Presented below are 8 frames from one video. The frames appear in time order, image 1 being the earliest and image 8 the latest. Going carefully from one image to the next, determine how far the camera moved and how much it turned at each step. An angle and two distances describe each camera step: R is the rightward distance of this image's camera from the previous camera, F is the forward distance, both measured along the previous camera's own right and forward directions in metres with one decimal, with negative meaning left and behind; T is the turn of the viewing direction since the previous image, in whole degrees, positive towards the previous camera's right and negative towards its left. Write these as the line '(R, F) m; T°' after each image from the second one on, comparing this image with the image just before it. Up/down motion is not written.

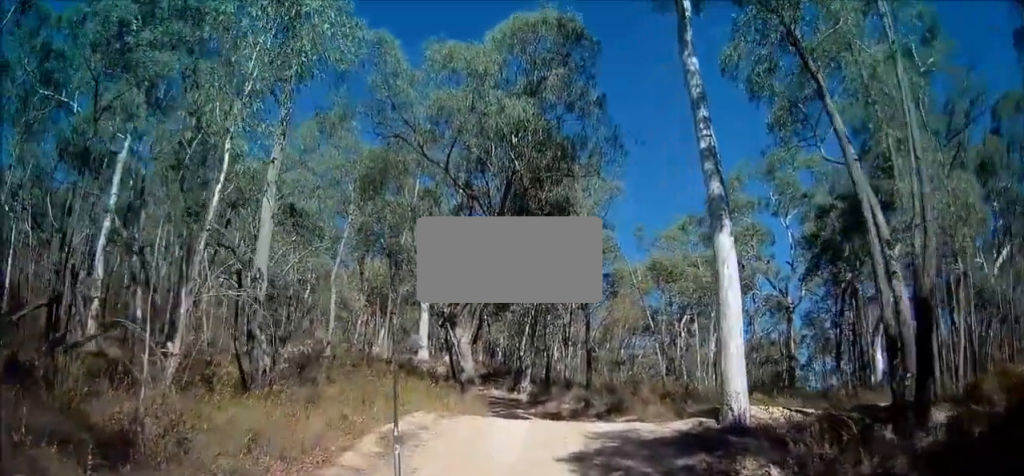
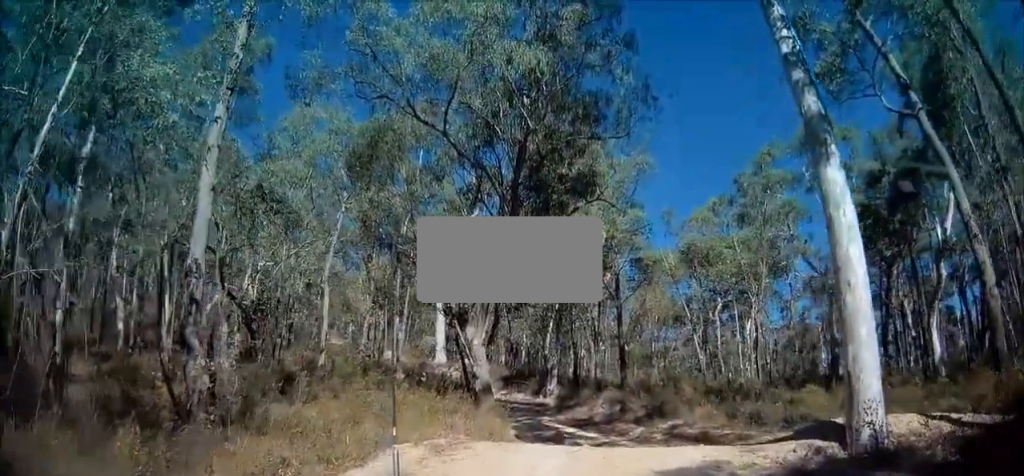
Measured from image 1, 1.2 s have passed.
(+0.6, +2.9) m; +12°
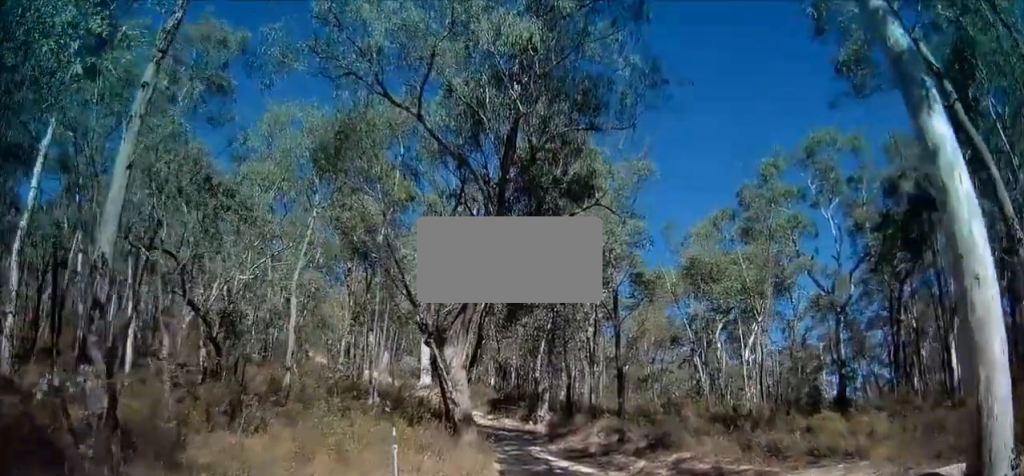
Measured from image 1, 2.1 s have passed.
(0.0, +2.2) m; -7°
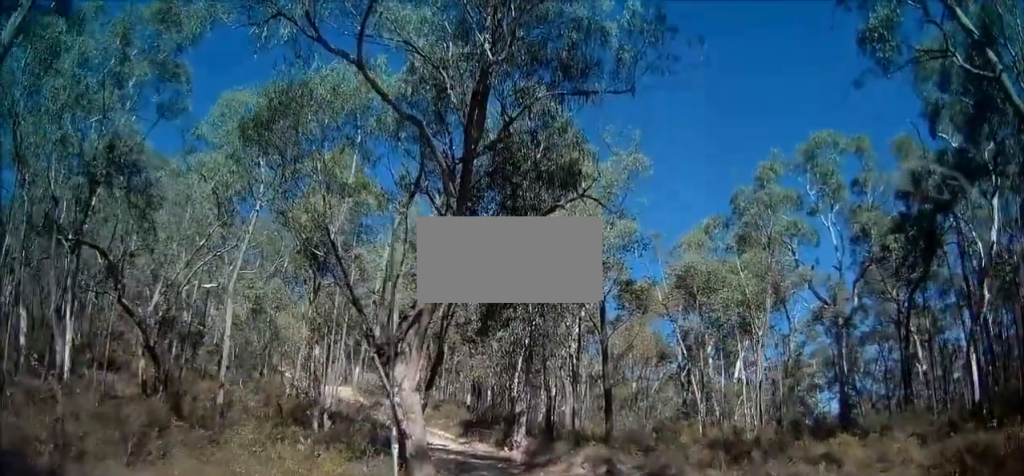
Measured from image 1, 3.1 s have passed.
(-0.4, +3.0) m; -8°
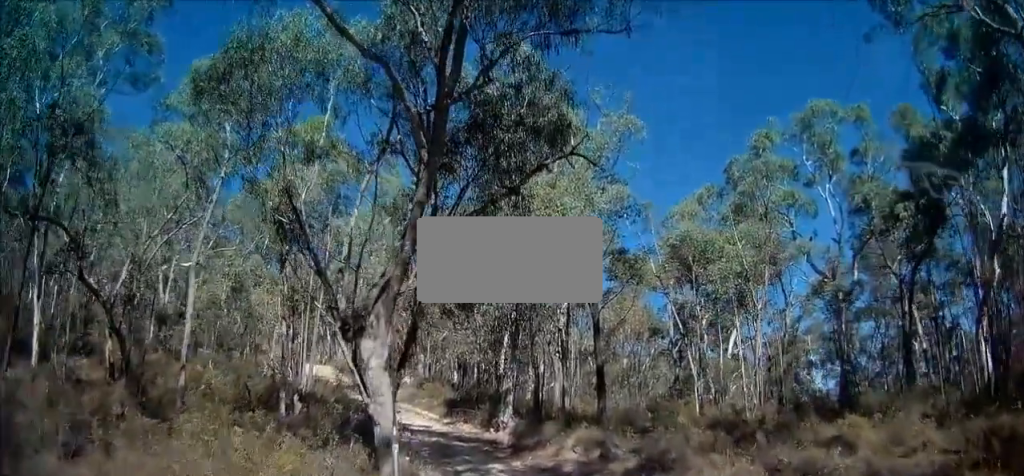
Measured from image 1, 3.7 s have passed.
(-0.3, +1.5) m; 0°
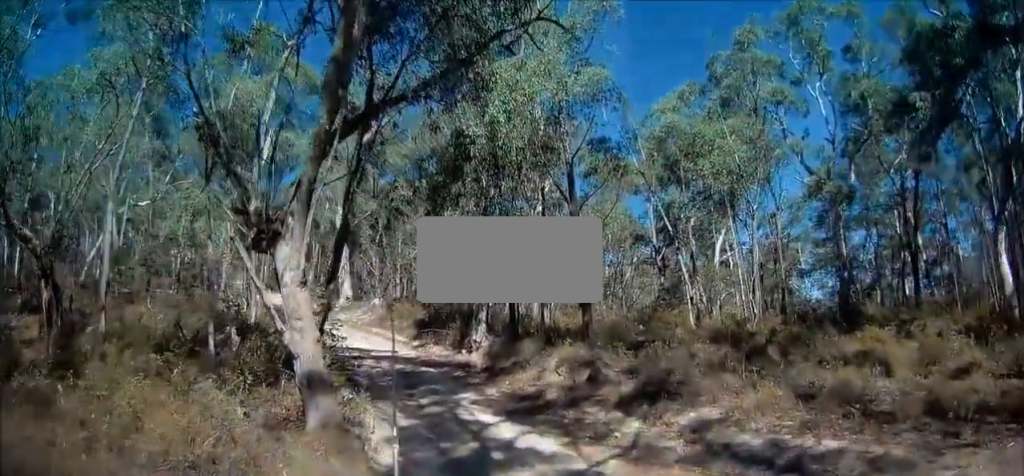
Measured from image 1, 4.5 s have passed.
(+0.6, +2.8) m; +5°
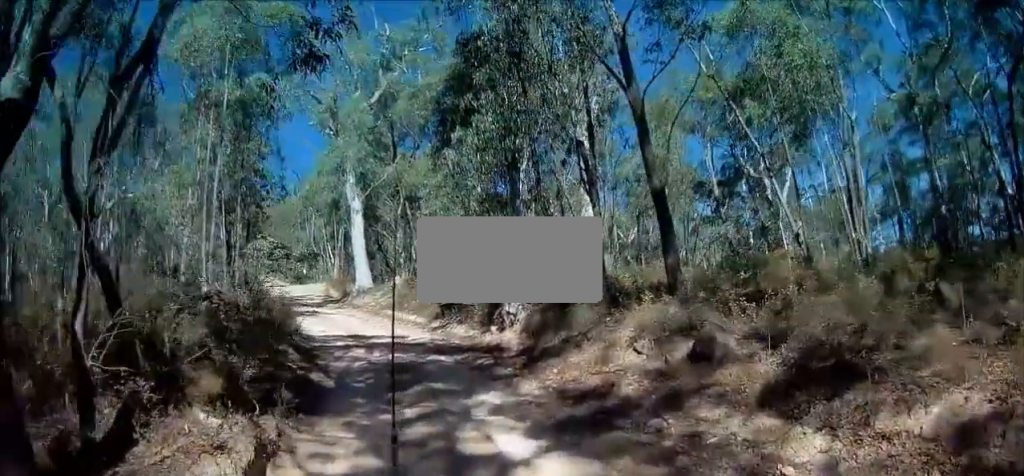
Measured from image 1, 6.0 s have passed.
(-0.6, +5.8) m; -14°
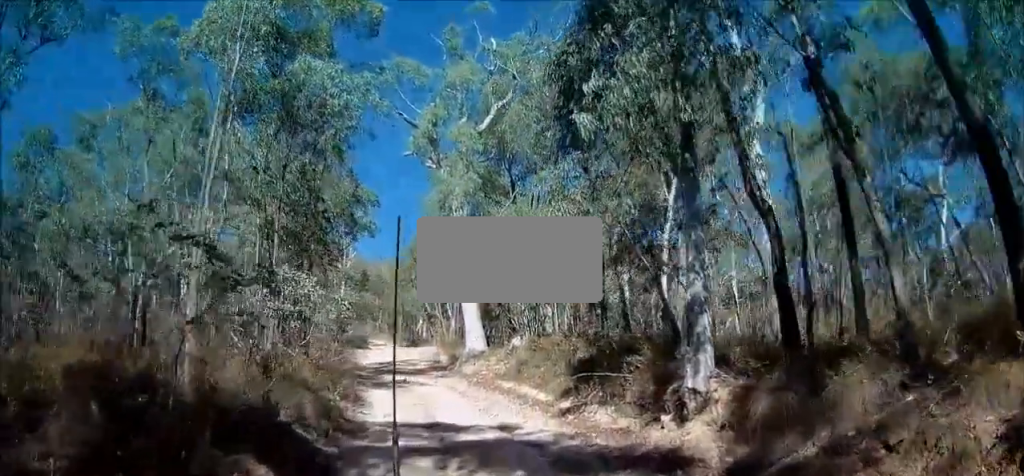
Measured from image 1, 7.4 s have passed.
(-1.0, +5.2) m; -11°
